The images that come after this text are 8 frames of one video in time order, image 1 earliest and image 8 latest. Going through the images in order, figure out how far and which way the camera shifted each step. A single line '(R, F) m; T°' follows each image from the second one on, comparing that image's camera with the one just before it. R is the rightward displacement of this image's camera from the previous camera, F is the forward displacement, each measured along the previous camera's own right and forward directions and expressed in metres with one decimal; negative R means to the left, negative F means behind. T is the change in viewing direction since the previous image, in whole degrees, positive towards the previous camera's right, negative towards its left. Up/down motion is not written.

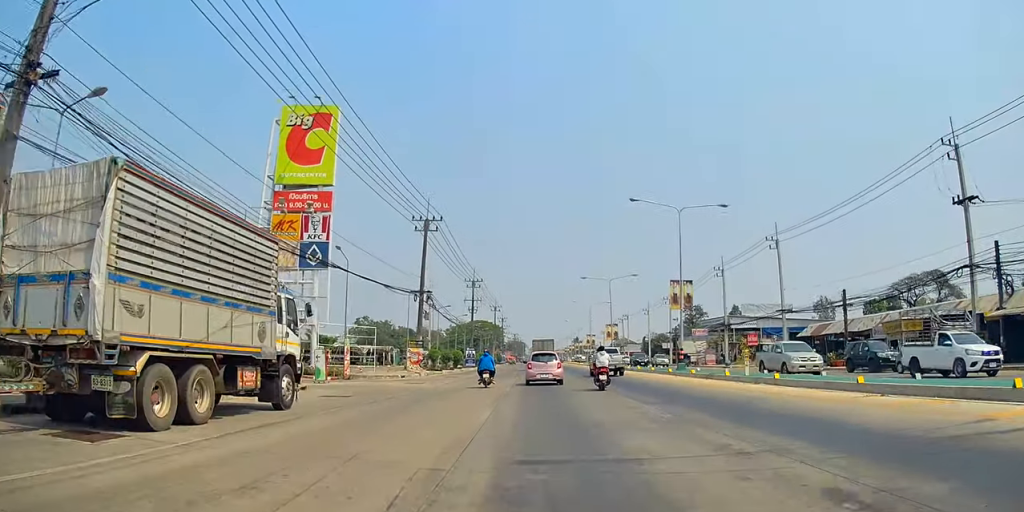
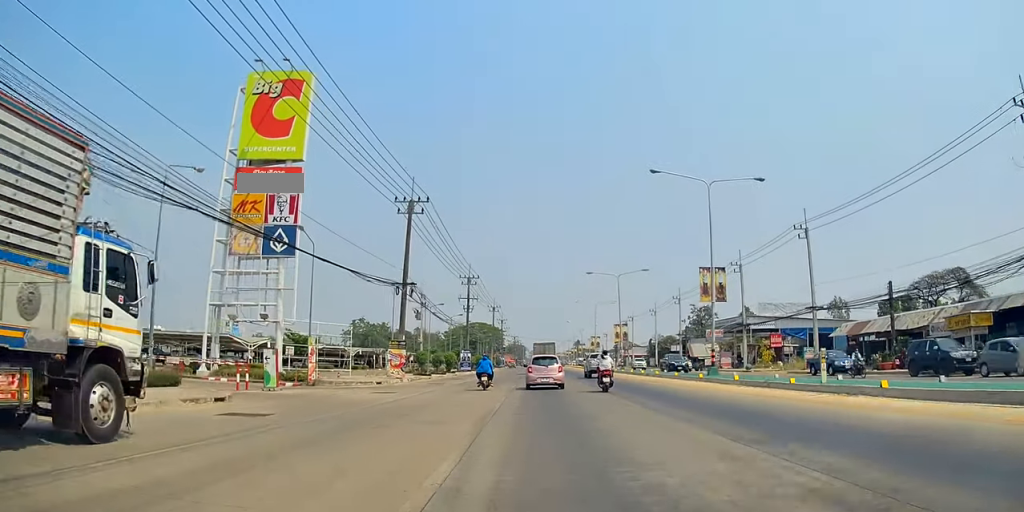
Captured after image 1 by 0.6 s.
(+0.2, +7.5) m; +1°
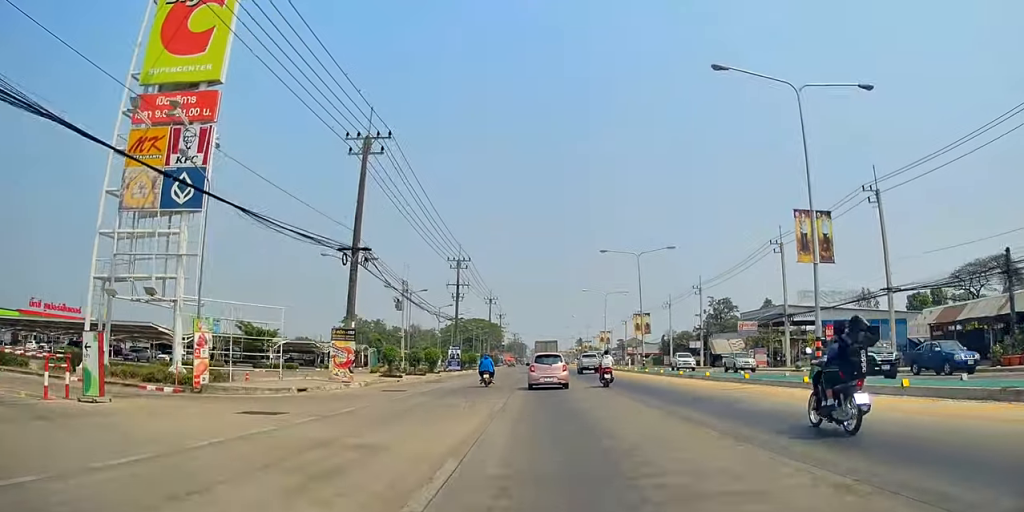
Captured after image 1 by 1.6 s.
(-0.2, +12.5) m; -3°
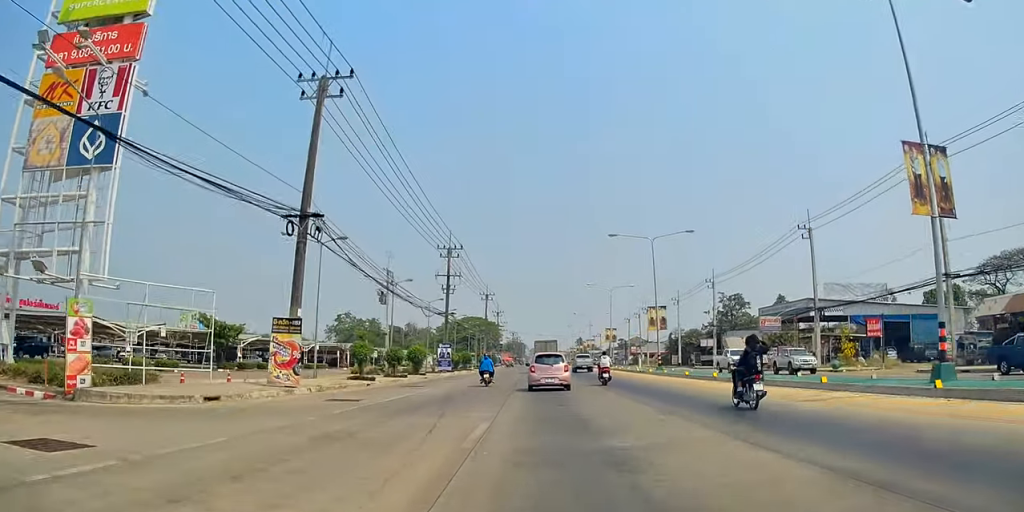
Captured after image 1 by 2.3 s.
(-0.5, +7.4) m; 0°
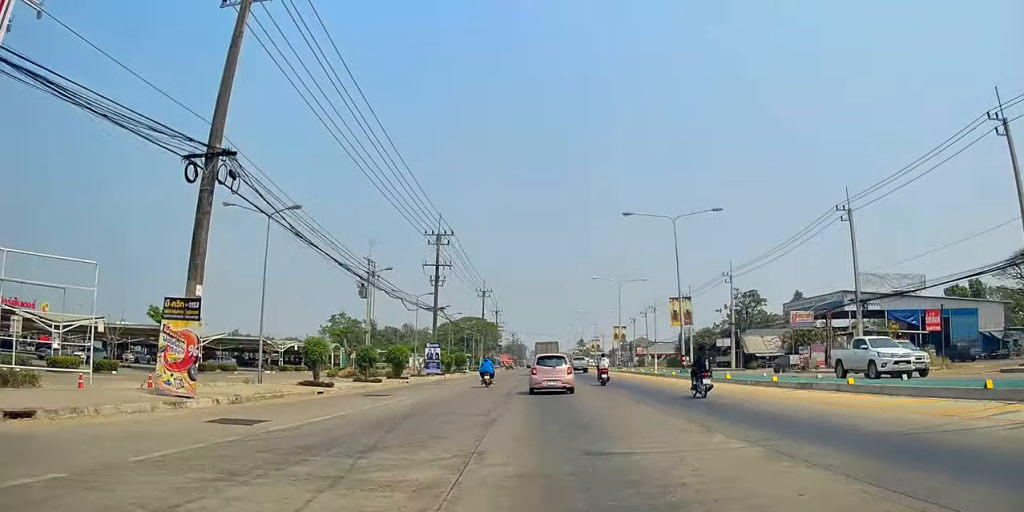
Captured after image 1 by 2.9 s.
(+0.3, +7.9) m; 0°
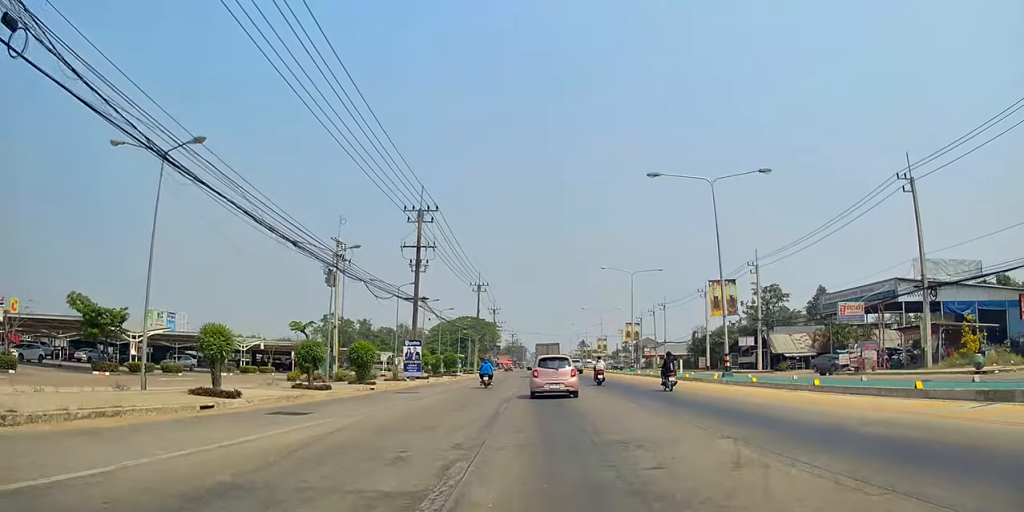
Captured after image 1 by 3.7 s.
(+0.1, +9.6) m; 0°
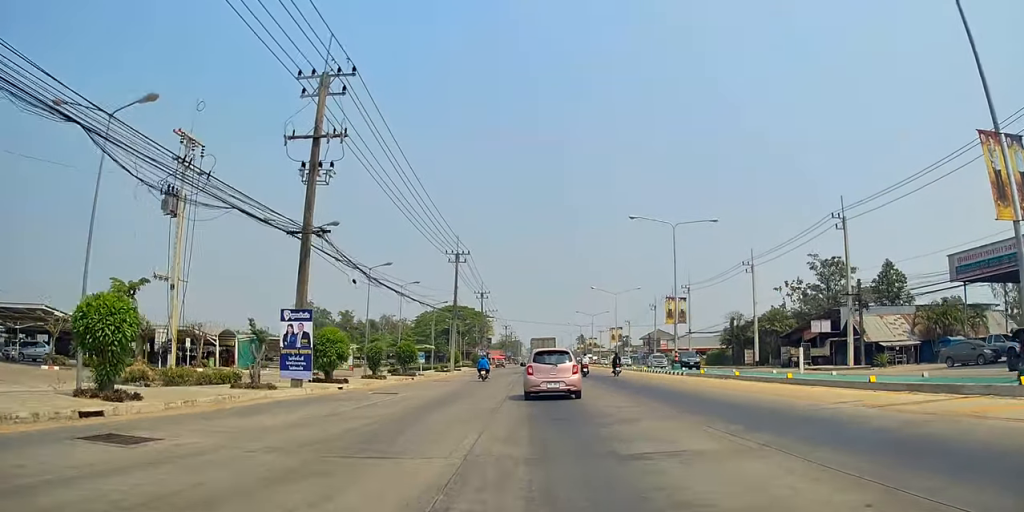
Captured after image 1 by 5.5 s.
(+0.3, +21.5) m; 0°
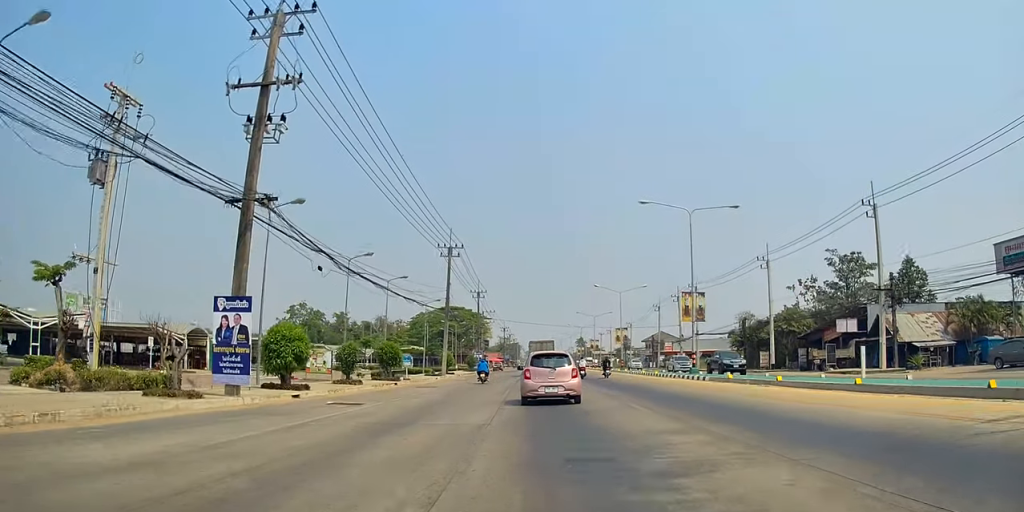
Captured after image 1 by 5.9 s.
(-0.4, +5.2) m; 0°
